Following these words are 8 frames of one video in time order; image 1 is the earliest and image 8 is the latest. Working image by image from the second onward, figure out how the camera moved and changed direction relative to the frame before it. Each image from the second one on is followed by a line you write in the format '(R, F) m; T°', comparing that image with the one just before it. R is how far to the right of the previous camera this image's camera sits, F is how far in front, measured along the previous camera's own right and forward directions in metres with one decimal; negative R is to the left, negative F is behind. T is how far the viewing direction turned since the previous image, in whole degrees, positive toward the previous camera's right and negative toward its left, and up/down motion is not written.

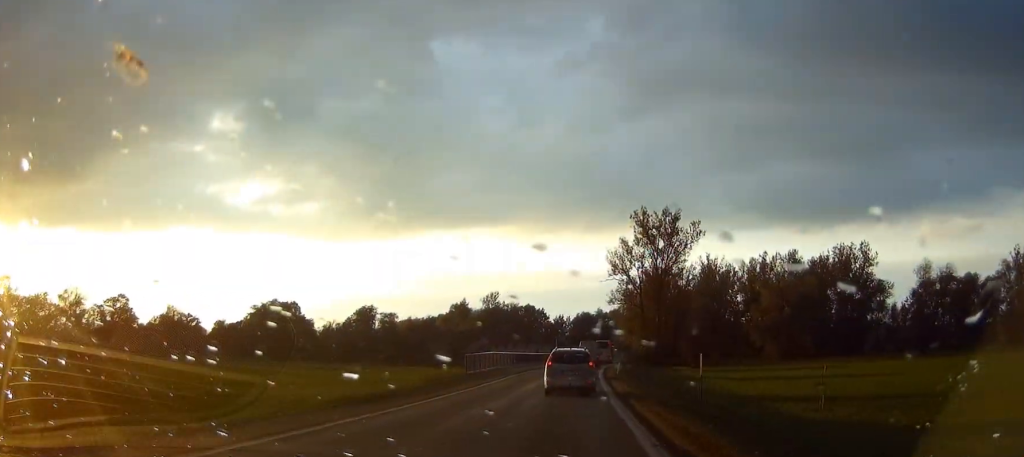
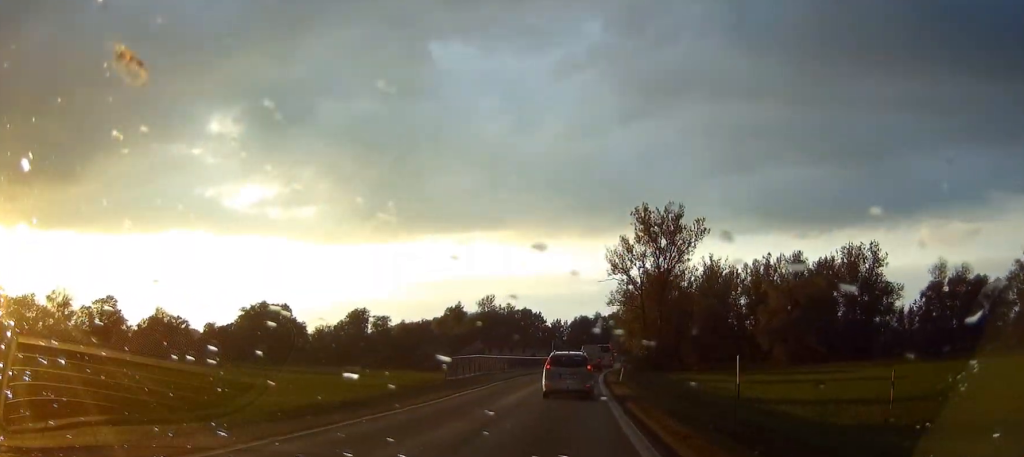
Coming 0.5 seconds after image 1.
(0.0, +6.9) m; 0°
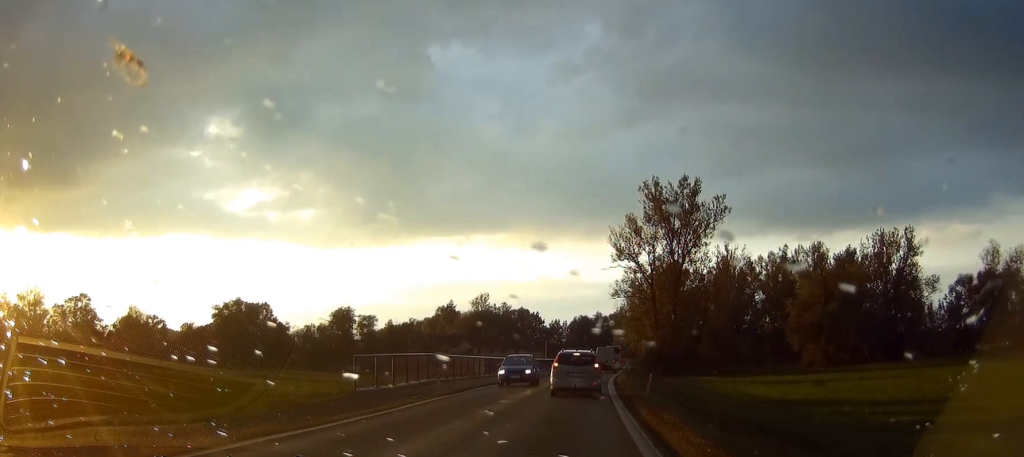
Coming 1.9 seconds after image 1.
(+0.2, +18.3) m; +1°
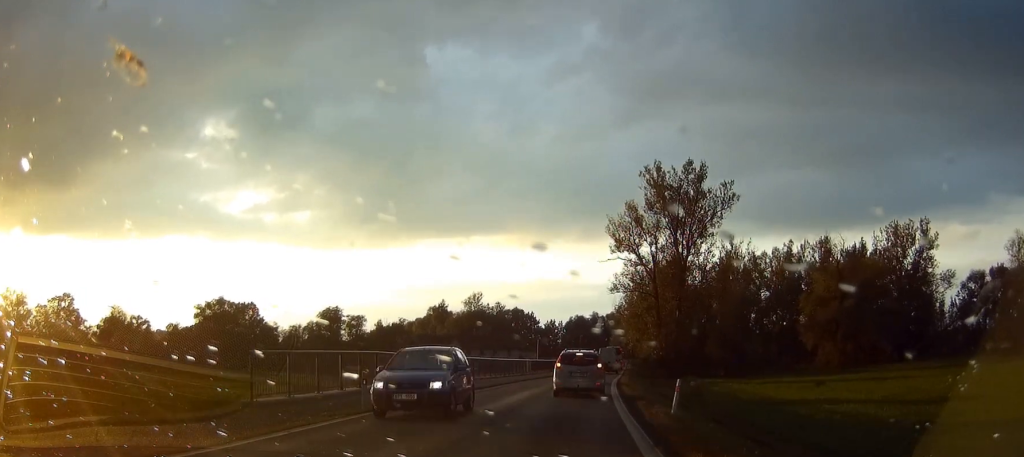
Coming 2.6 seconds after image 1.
(0.0, +8.7) m; 0°
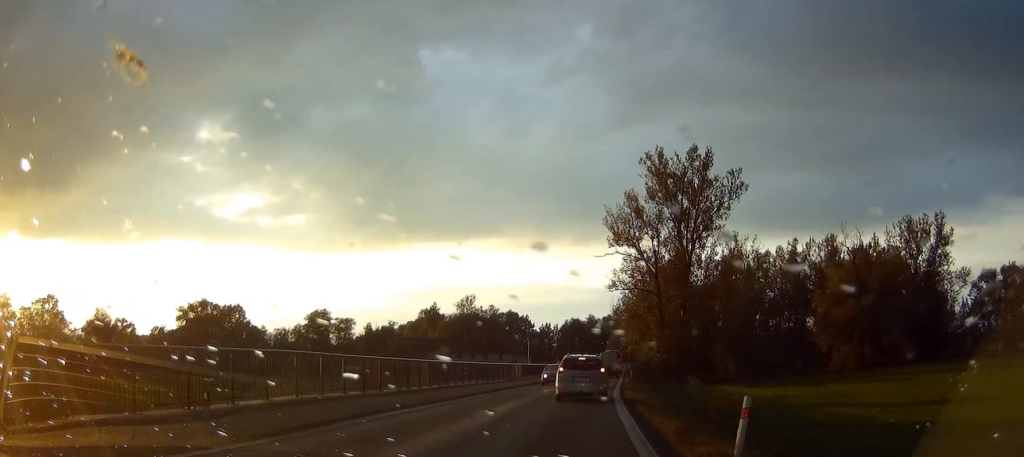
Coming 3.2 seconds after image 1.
(0.0, +7.9) m; 0°
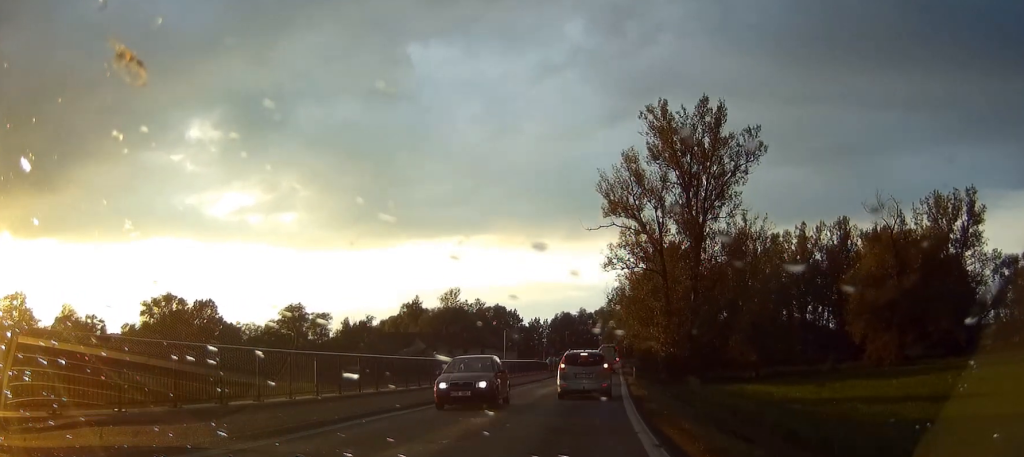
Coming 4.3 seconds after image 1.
(+0.1, +14.7) m; +1°
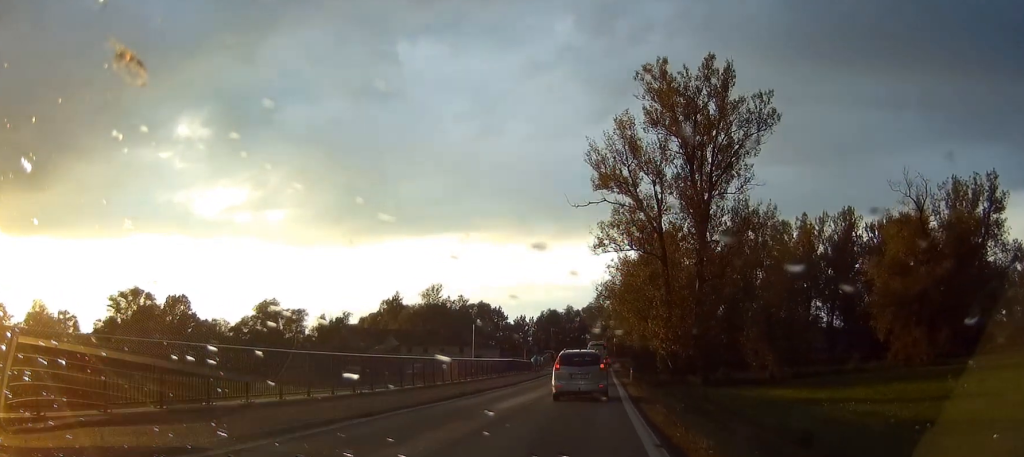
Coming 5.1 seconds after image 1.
(+0.1, +10.2) m; +1°
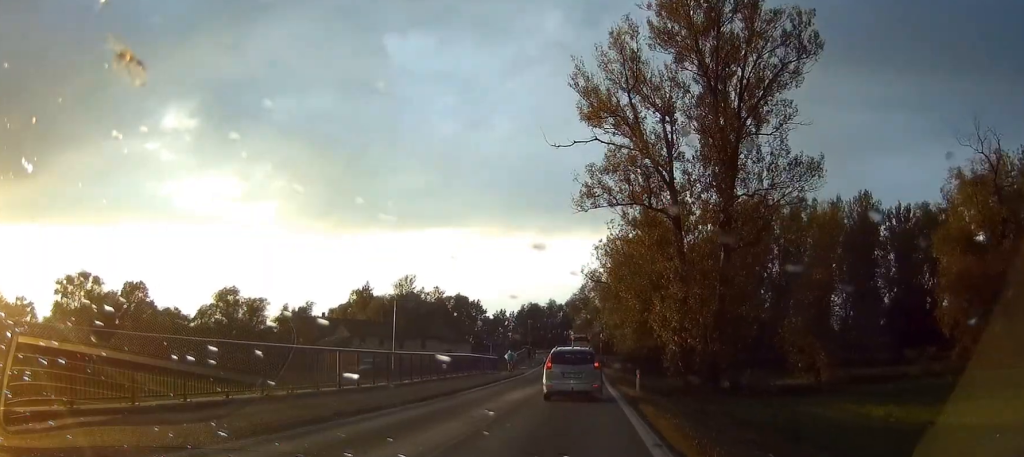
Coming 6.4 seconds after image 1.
(+0.1, +16.2) m; +1°
